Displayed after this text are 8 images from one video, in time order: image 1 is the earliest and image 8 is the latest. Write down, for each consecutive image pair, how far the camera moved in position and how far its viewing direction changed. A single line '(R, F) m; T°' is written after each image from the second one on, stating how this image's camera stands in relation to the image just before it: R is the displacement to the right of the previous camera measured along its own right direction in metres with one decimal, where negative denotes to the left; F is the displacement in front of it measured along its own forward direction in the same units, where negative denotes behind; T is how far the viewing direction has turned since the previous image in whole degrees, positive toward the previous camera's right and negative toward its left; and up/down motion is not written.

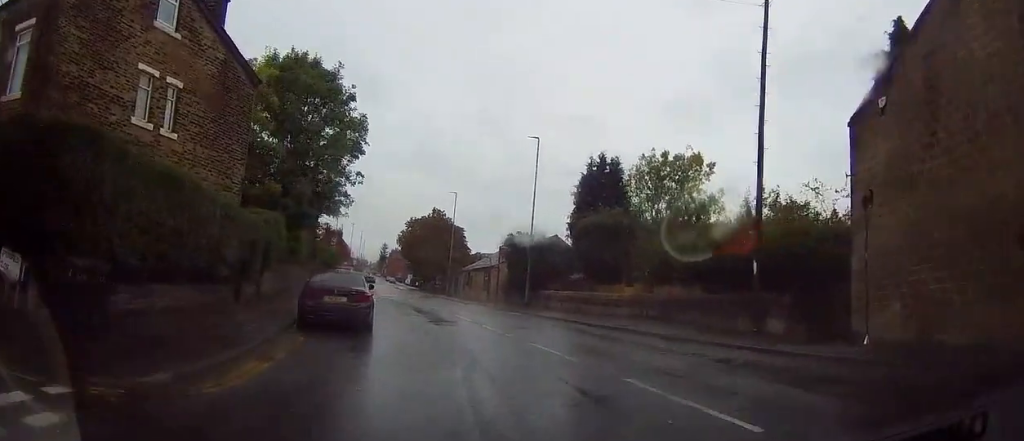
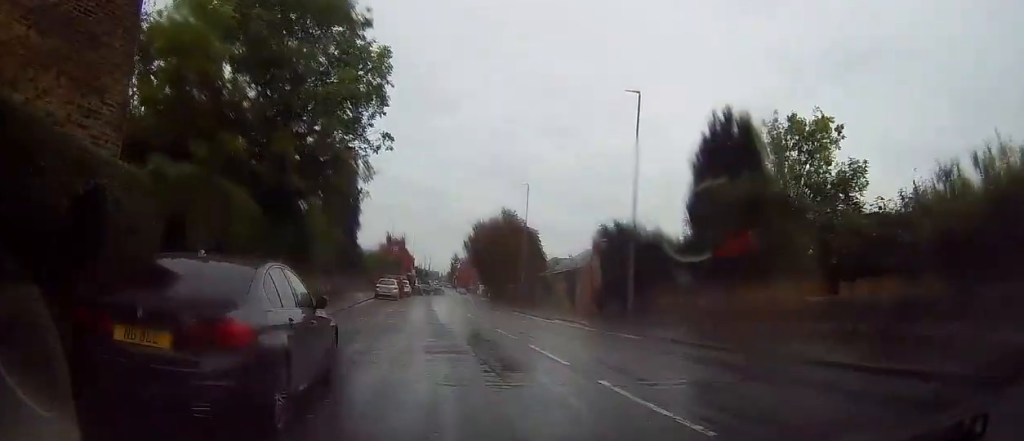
(-0.4, +11.3) m; -6°
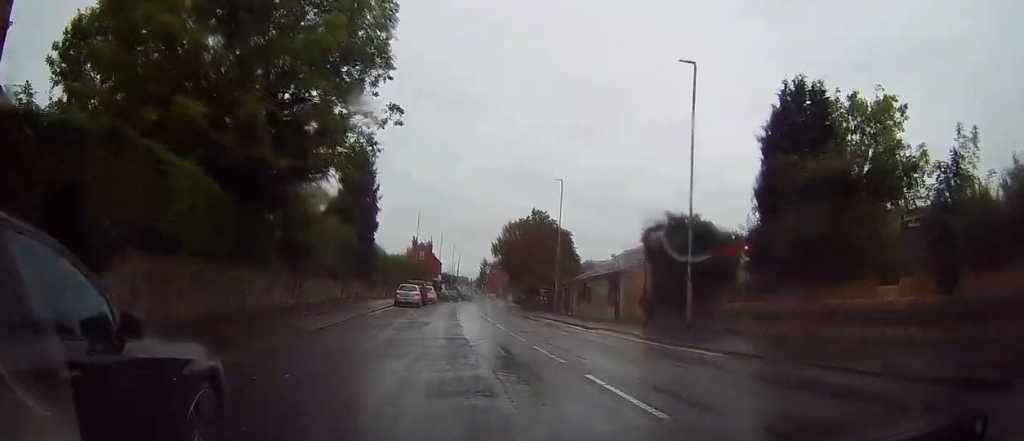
(-0.3, +4.5) m; -3°
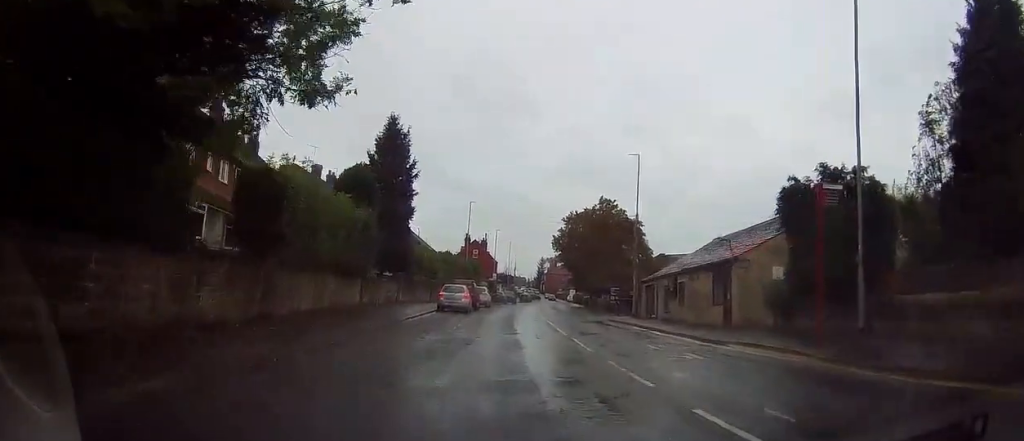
(-0.5, +9.1) m; -5°
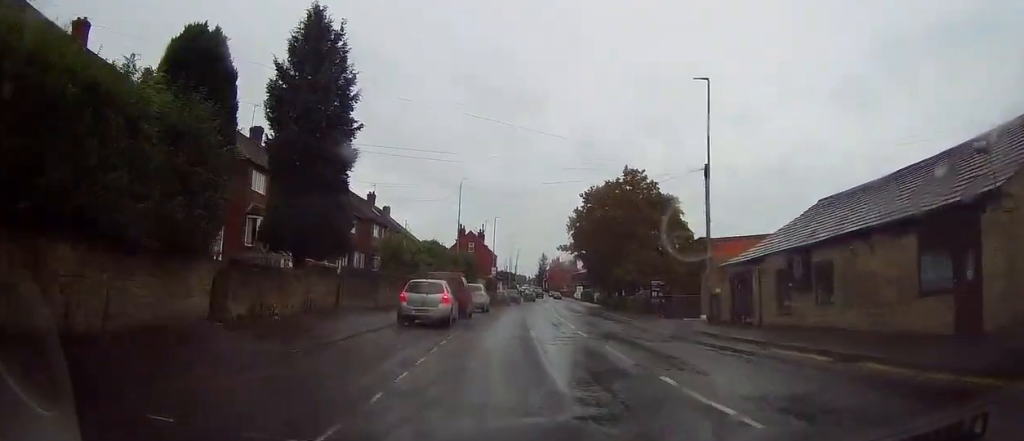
(-0.6, +15.0) m; -1°
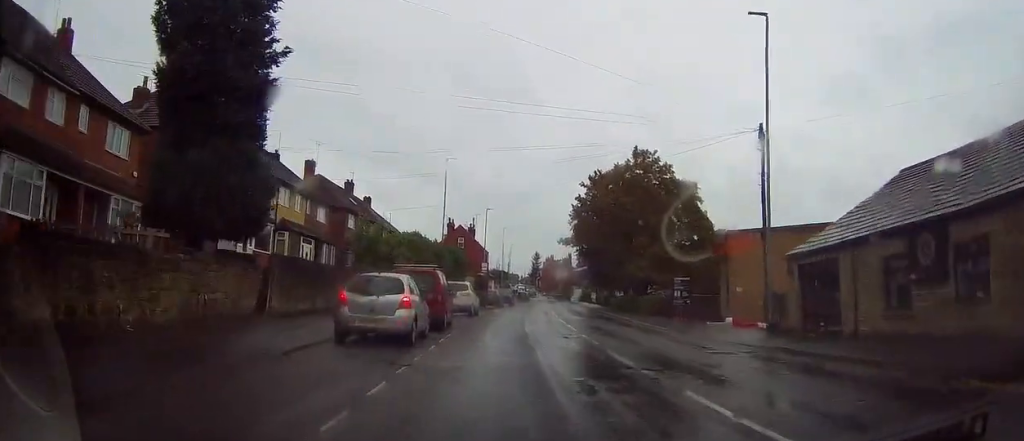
(+0.2, +7.3) m; +2°
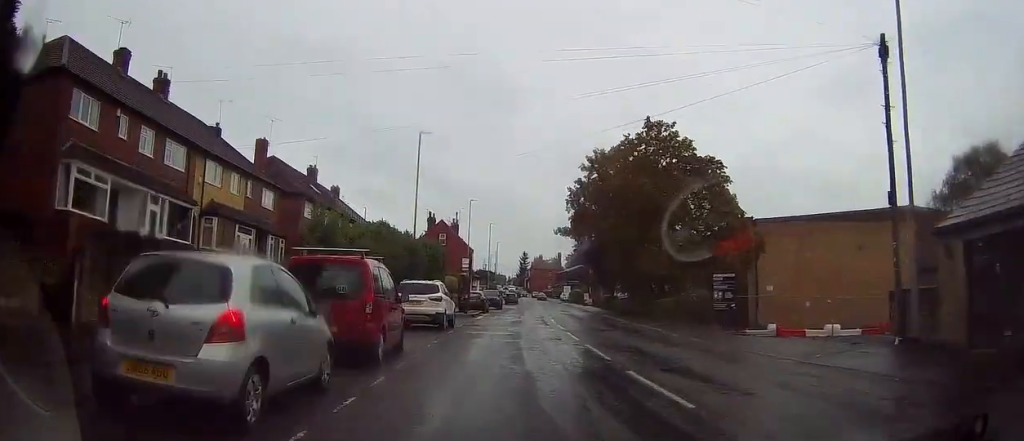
(0.0, +8.8) m; 0°
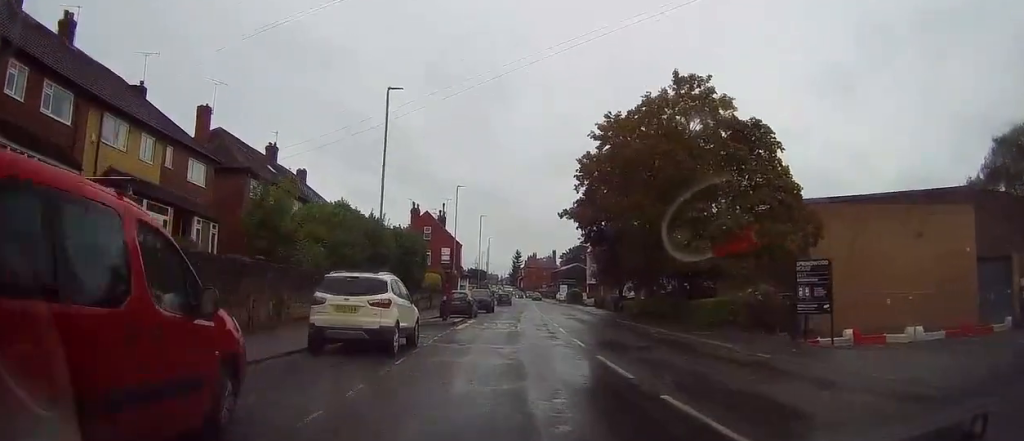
(0.0, +8.7) m; -2°
